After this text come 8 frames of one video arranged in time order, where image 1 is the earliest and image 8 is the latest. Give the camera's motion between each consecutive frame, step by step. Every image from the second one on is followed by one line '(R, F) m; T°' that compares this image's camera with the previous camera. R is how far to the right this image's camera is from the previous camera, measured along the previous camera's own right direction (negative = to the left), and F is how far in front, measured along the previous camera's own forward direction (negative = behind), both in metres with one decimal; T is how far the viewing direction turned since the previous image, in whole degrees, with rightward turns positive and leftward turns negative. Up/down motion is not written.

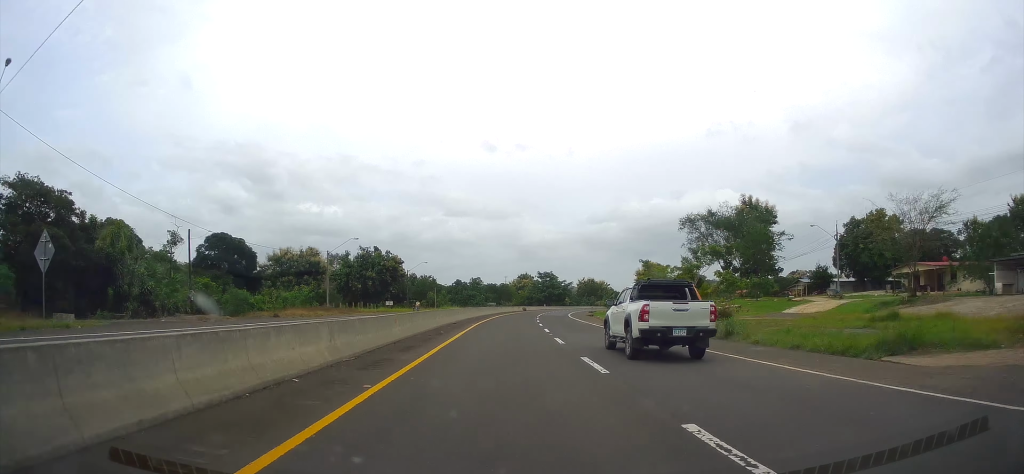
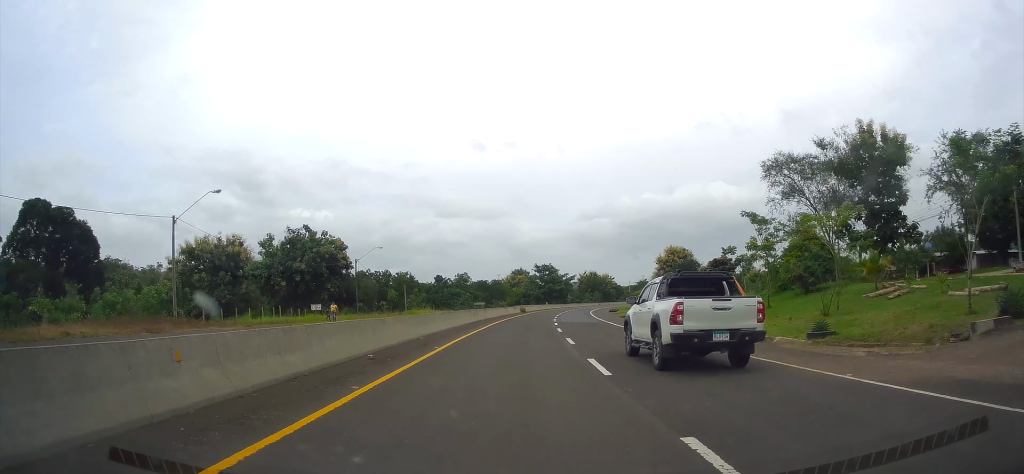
(+0.4, +32.9) m; +1°
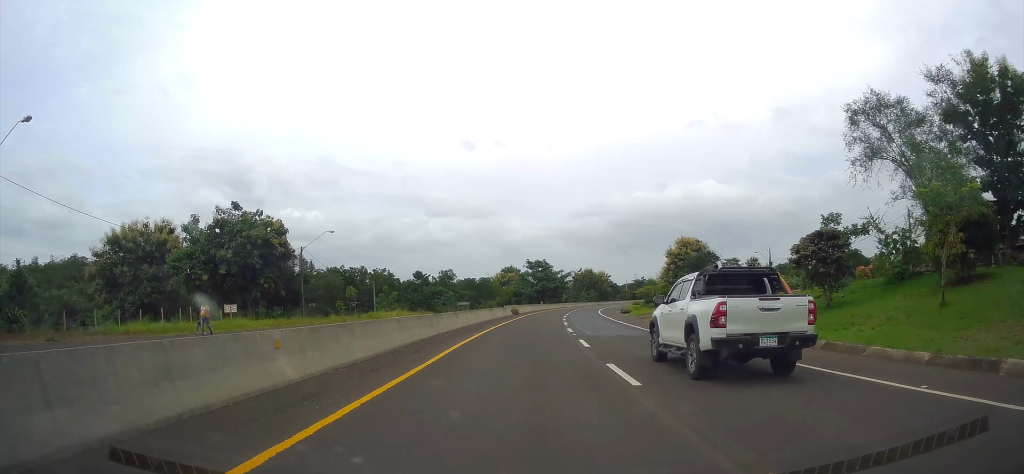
(+0.1, +17.2) m; +1°
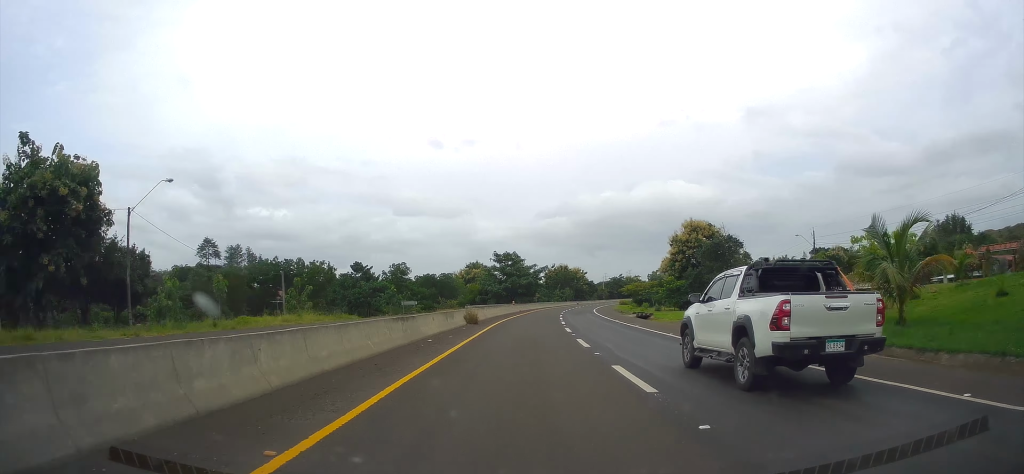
(+0.2, +25.7) m; +2°
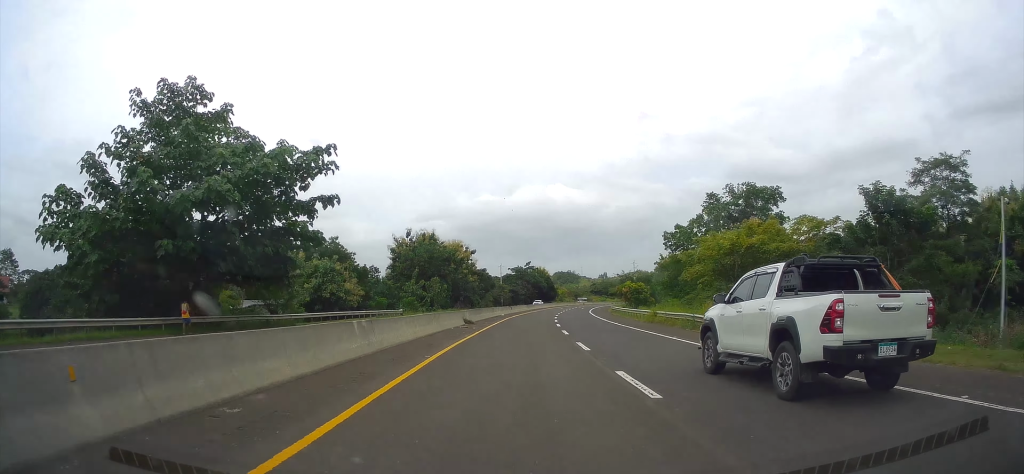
(+13.1, +119.7) m; +13°
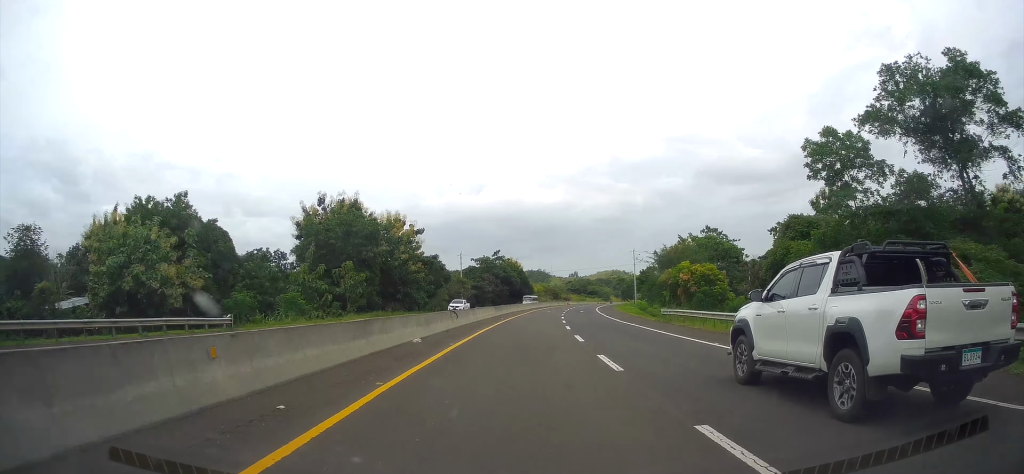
(+1.2, +36.6) m; +3°
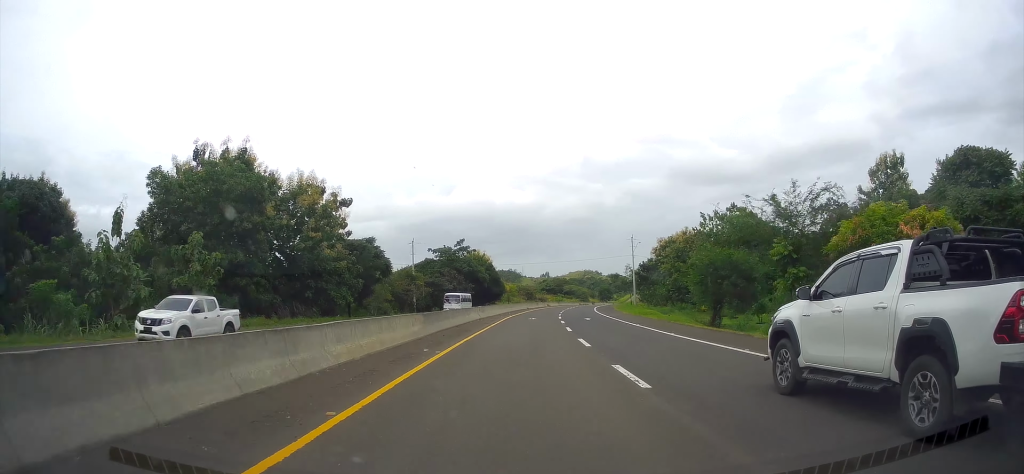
(0.0, +26.7) m; +2°
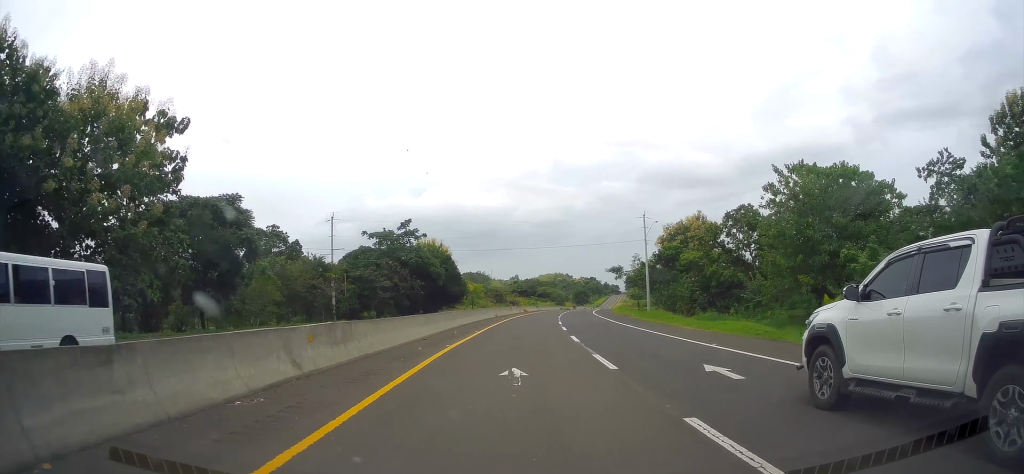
(+1.2, +29.4) m; +3°
